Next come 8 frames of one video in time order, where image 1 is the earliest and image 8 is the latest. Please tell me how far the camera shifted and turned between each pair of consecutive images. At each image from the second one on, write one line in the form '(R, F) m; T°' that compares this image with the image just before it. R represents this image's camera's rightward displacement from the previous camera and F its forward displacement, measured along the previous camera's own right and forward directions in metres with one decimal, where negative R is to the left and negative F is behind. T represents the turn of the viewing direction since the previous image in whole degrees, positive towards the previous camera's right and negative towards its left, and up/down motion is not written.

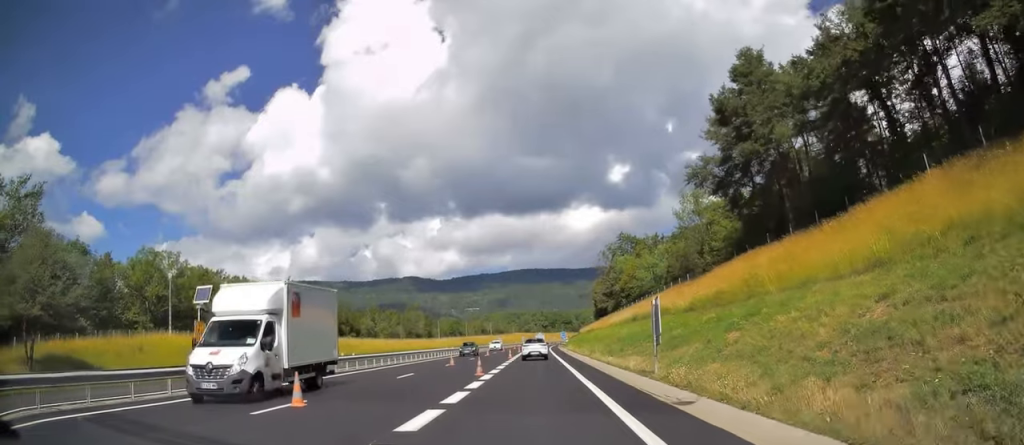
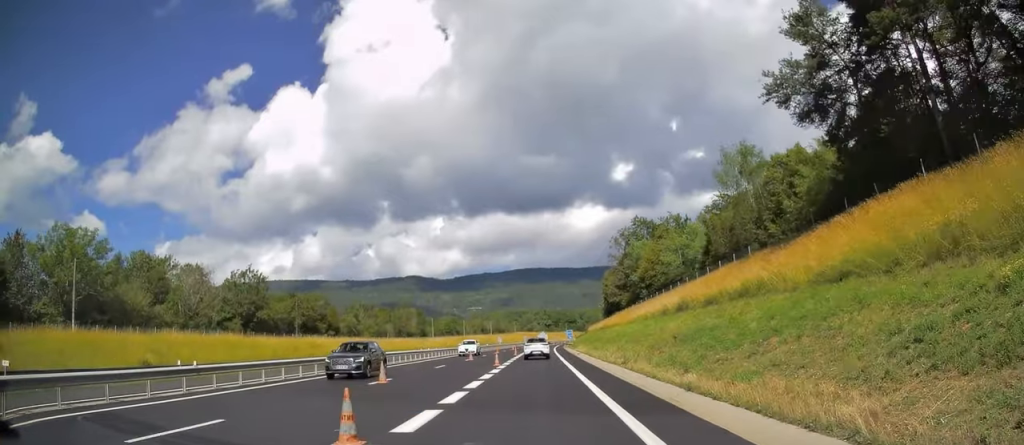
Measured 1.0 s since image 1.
(-0.1, +17.2) m; 0°
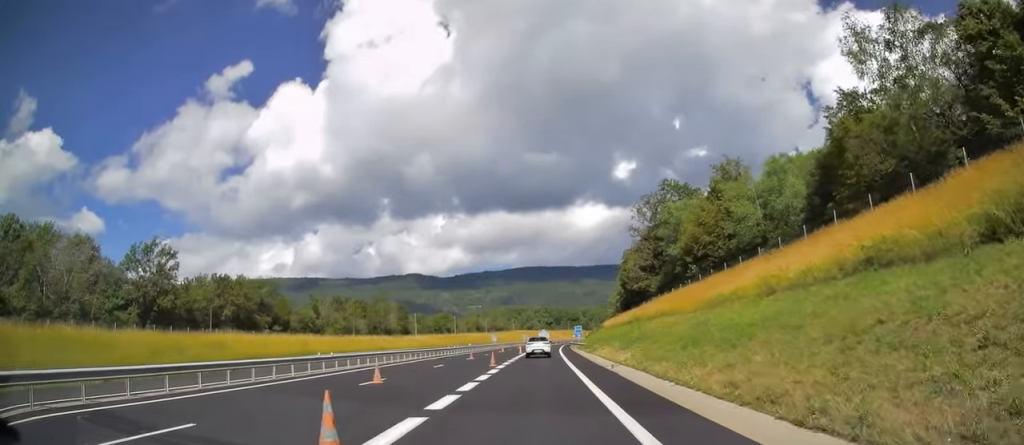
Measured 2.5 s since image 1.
(0.0, +27.0) m; 0°
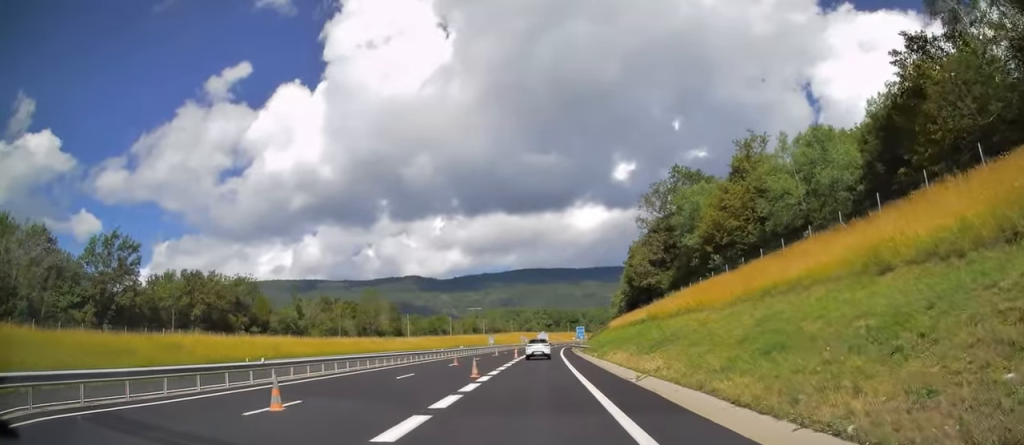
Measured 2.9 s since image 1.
(0.0, +8.0) m; +1°
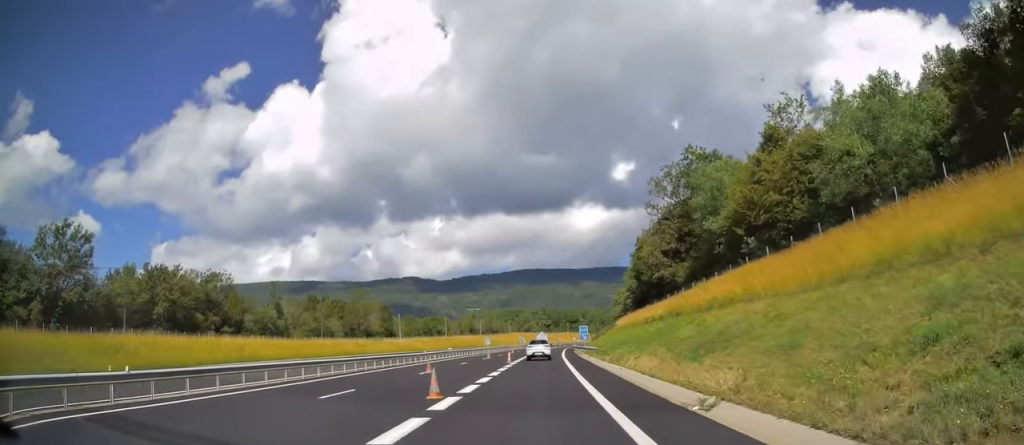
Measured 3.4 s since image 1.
(0.0, +8.6) m; 0°
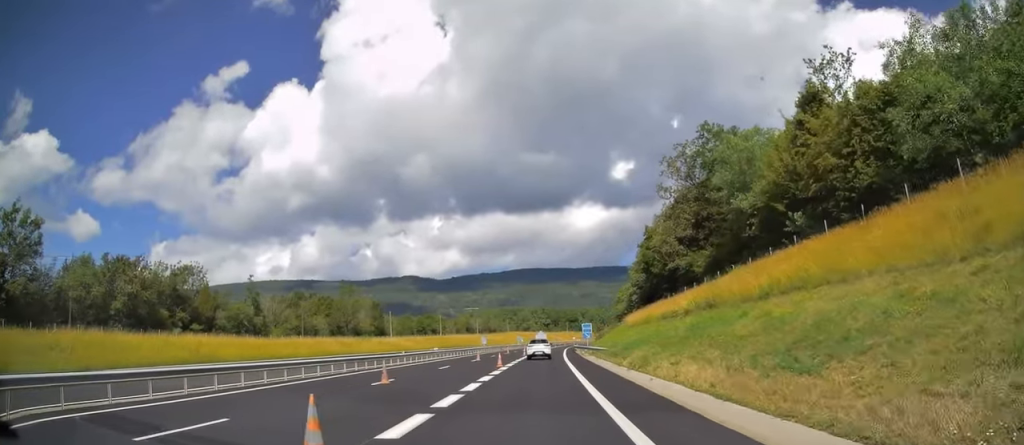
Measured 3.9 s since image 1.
(+0.2, +8.1) m; 0°
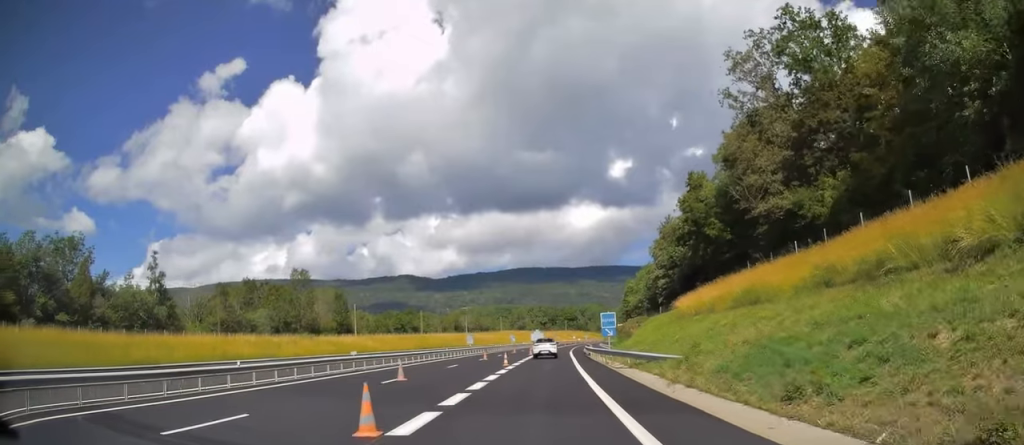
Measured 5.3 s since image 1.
(-0.4, +25.1) m; -1°
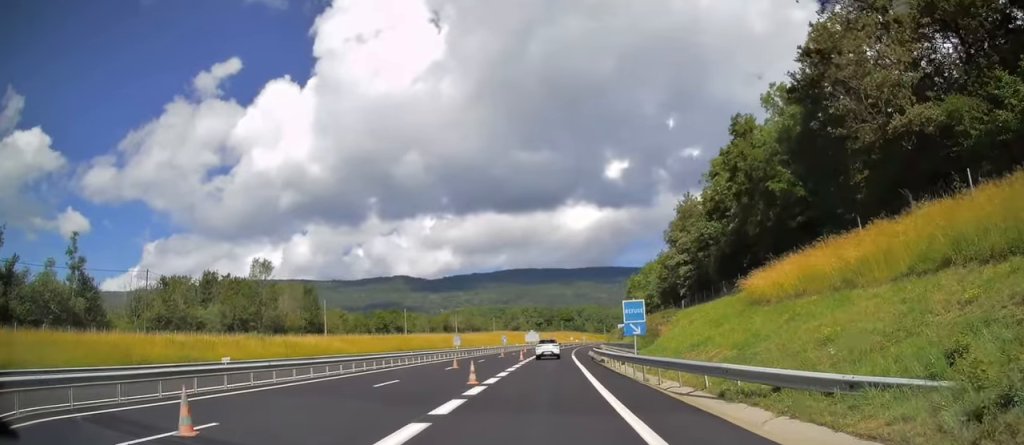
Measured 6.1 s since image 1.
(0.0, +14.1) m; +1°
